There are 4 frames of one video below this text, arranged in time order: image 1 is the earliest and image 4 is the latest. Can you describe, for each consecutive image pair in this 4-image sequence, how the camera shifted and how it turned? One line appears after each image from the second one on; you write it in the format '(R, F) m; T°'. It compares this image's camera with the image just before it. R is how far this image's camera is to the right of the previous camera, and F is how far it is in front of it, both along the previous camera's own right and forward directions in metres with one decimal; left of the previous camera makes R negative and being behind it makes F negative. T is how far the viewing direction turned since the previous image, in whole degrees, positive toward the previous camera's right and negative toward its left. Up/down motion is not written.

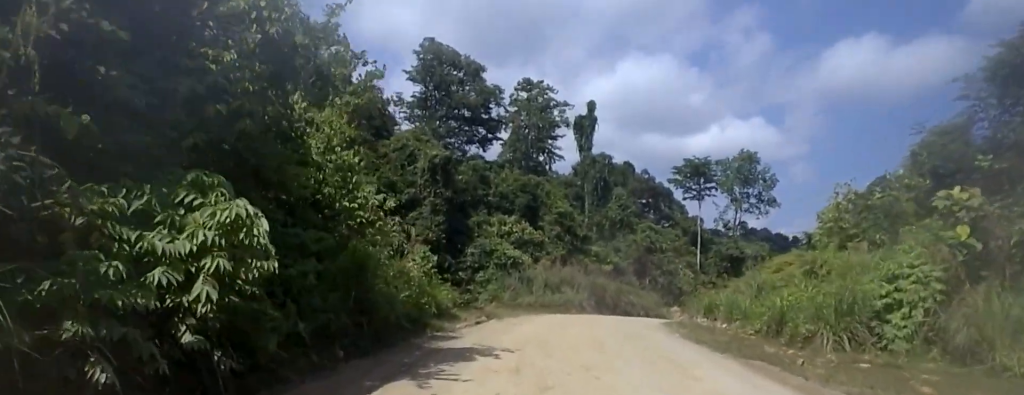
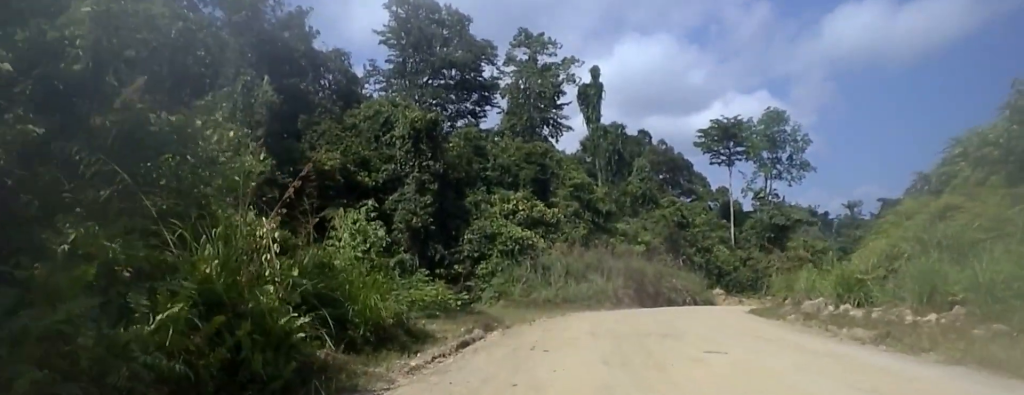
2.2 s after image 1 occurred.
(+0.9, +11.6) m; +5°
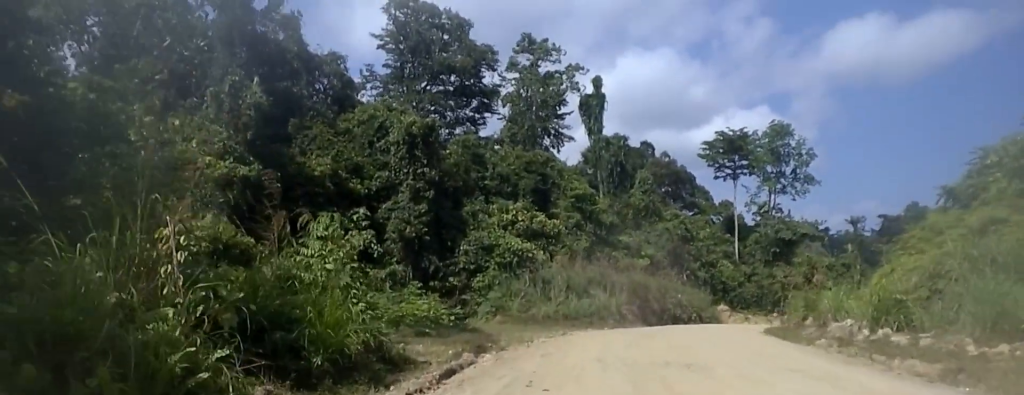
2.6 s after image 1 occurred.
(0.0, +2.1) m; 0°
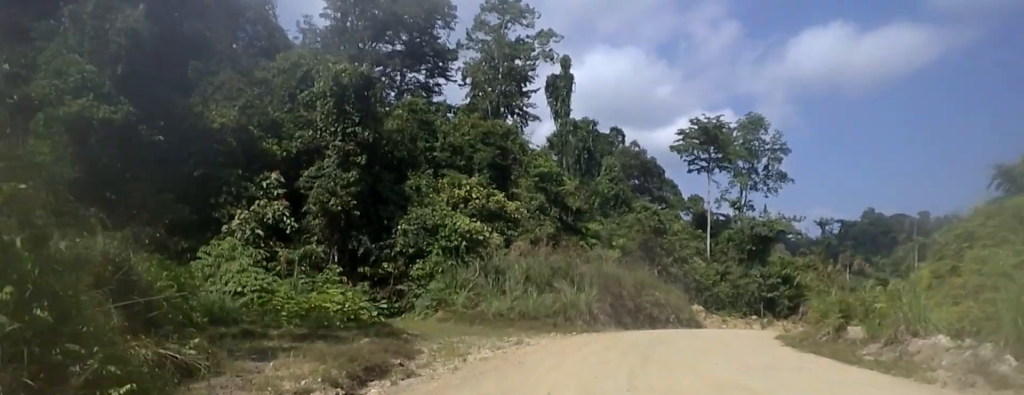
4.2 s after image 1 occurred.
(-0.1, +7.4) m; 0°
